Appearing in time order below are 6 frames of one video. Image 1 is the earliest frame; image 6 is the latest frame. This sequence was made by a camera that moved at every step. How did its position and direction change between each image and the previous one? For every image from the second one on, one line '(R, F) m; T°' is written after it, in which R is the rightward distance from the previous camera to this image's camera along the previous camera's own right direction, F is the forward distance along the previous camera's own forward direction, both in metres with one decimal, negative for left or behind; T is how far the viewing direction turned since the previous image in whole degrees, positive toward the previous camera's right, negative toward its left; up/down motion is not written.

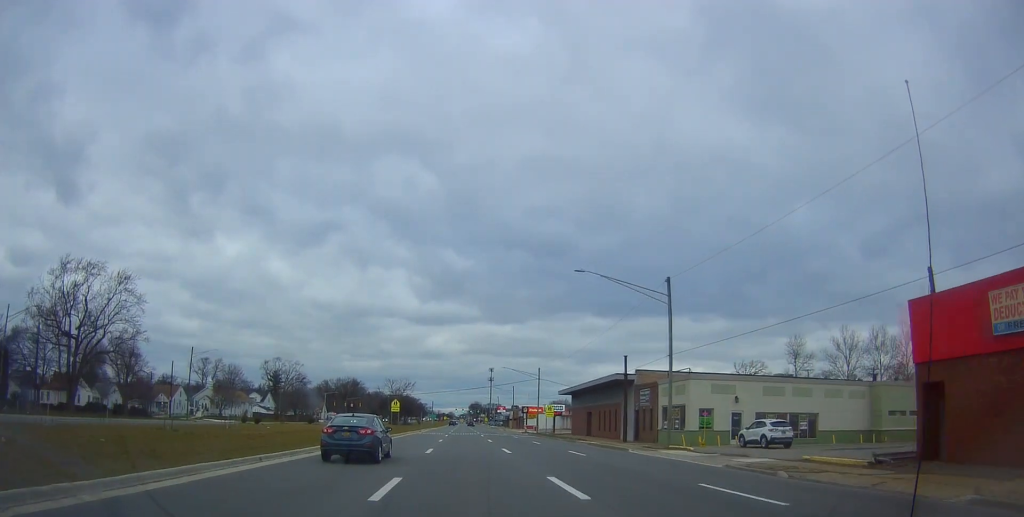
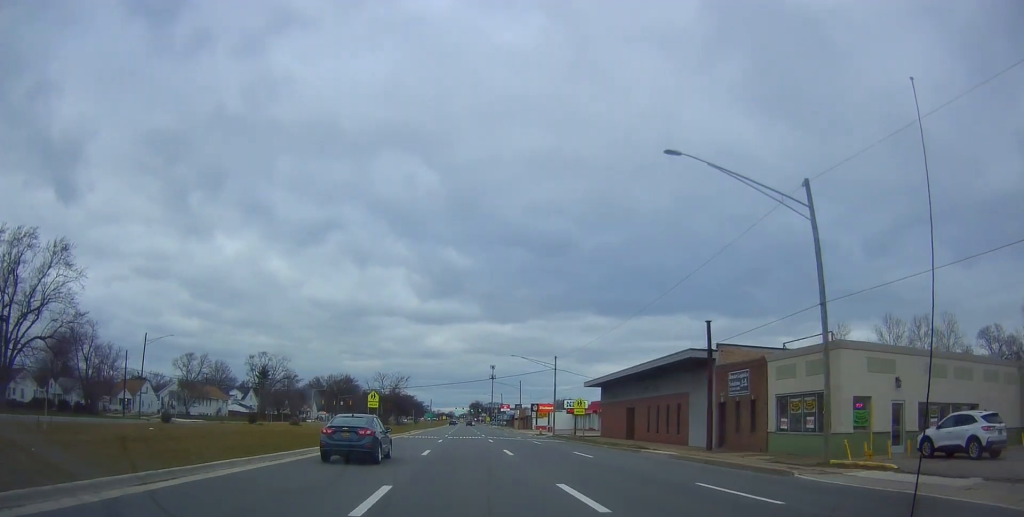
(0.0, +16.5) m; 0°
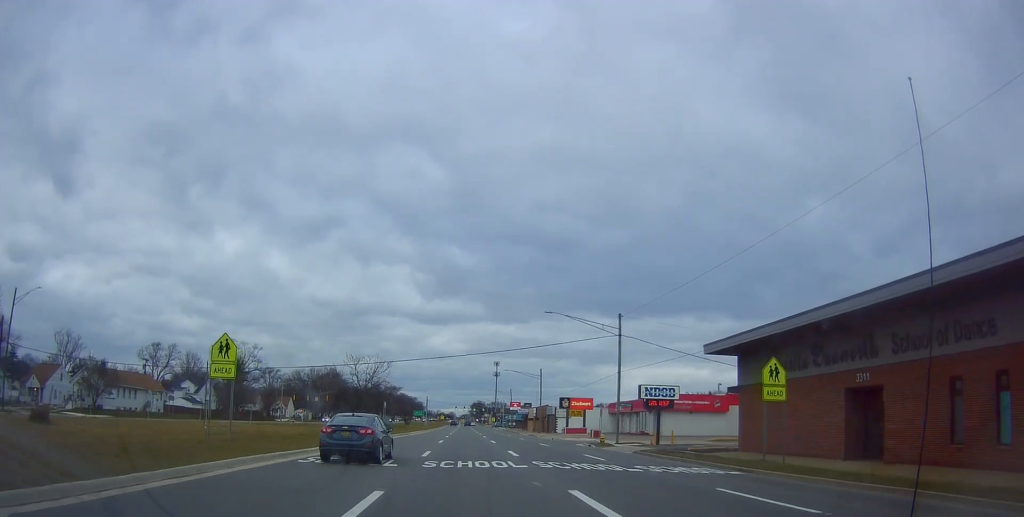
(-0.2, +30.9) m; 0°
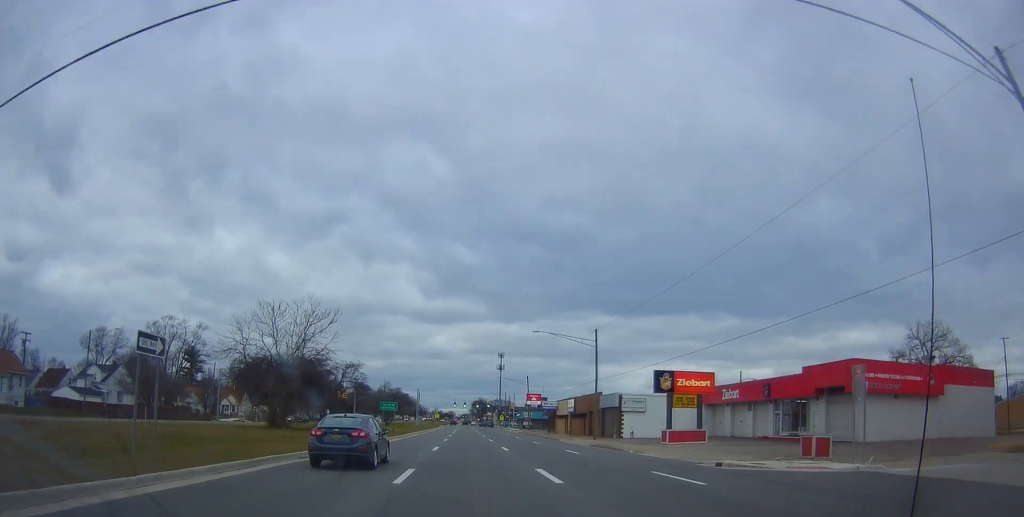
(+0.8, +40.5) m; +1°
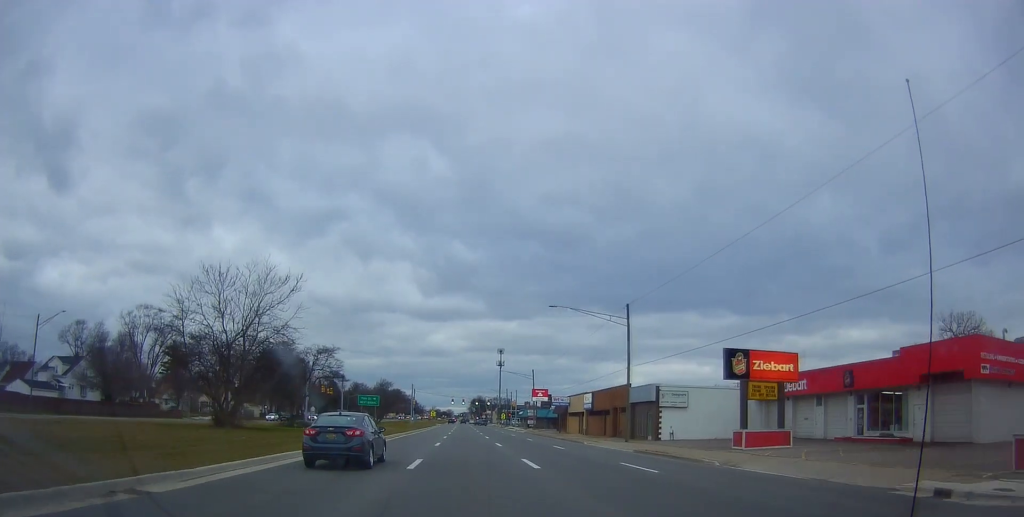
(+0.1, +11.9) m; 0°
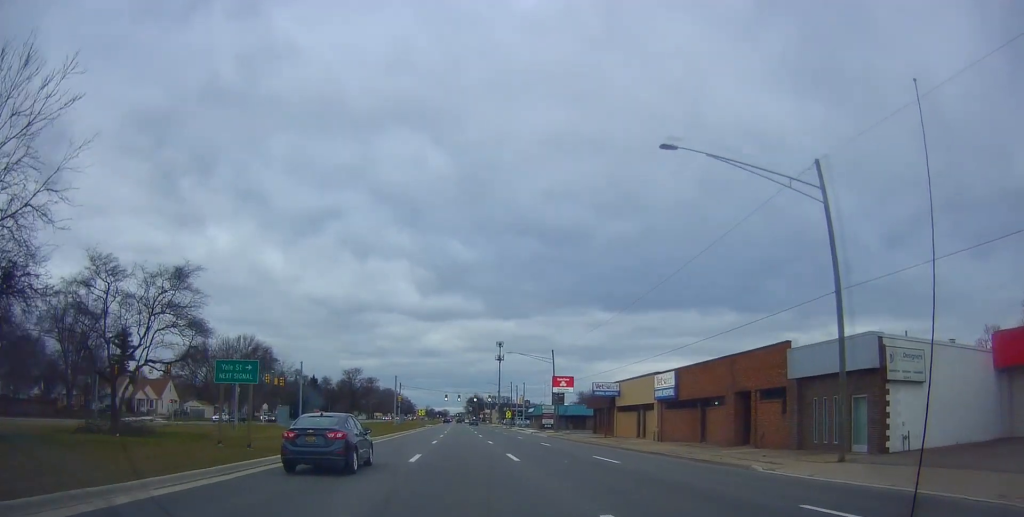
(-0.5, +28.0) m; -1°
